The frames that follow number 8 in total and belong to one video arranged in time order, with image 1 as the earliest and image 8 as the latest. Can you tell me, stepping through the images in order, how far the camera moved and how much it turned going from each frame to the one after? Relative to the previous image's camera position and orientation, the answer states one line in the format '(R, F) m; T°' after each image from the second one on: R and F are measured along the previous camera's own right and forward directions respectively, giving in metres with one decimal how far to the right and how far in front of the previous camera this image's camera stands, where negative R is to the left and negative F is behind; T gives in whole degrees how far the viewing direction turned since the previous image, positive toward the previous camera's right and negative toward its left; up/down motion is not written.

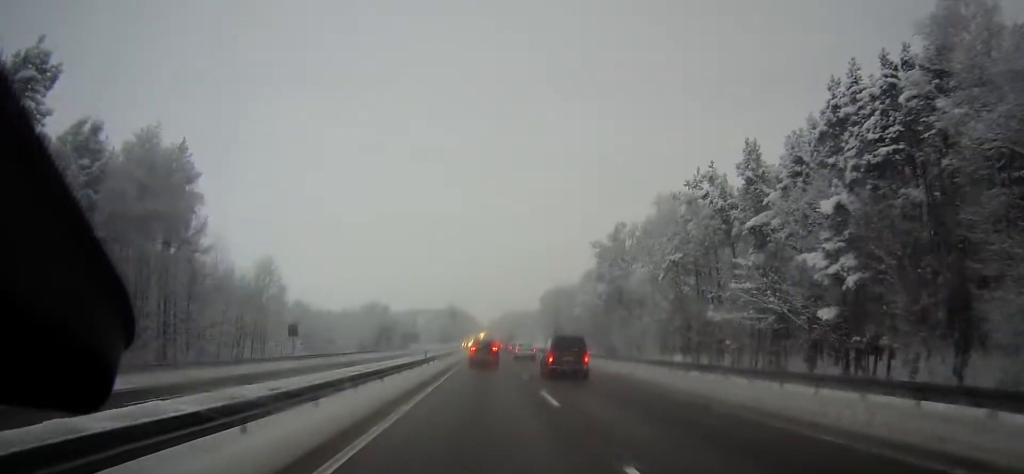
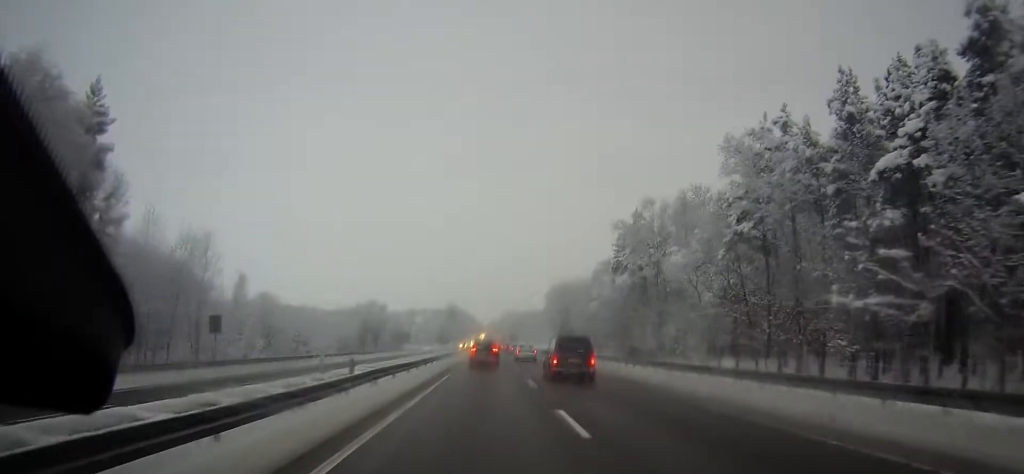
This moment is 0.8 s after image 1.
(0.0, +16.4) m; 0°
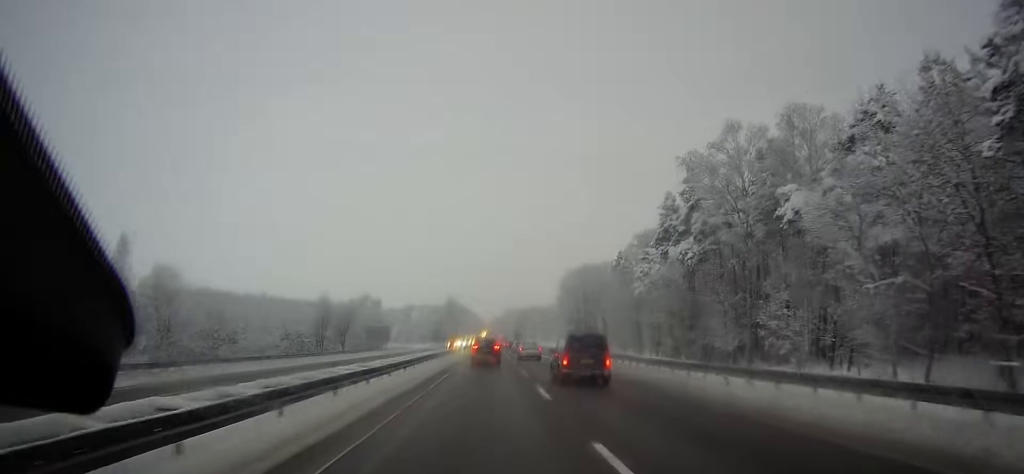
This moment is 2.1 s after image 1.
(-0.2, +28.3) m; 0°
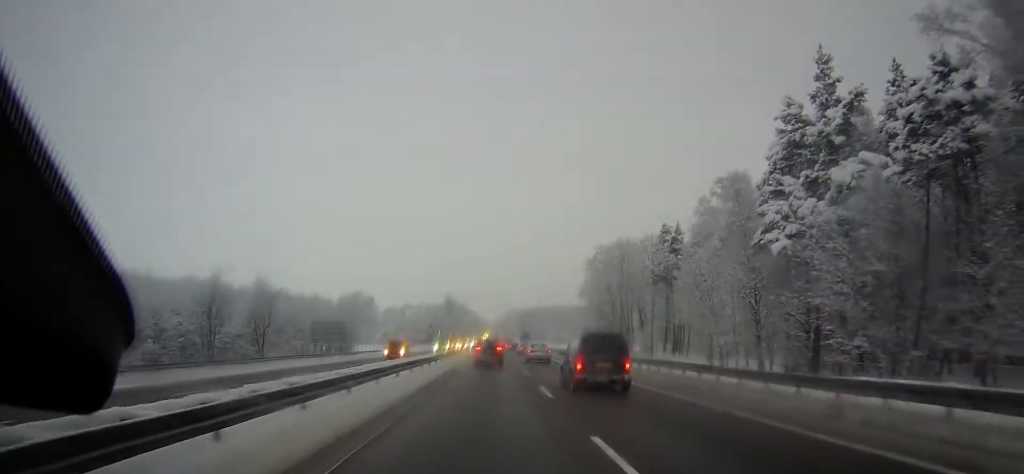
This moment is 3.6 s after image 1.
(0.0, +34.6) m; 0°
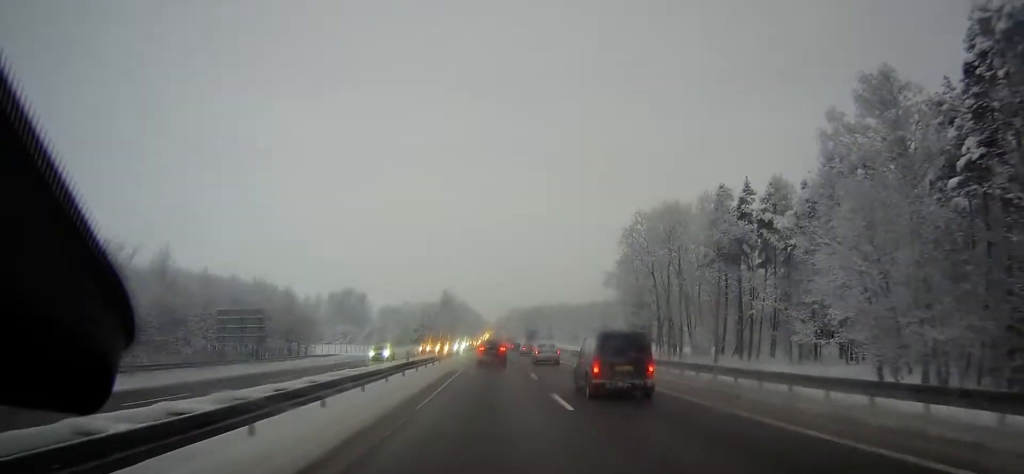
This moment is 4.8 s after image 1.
(0.0, +27.0) m; 0°
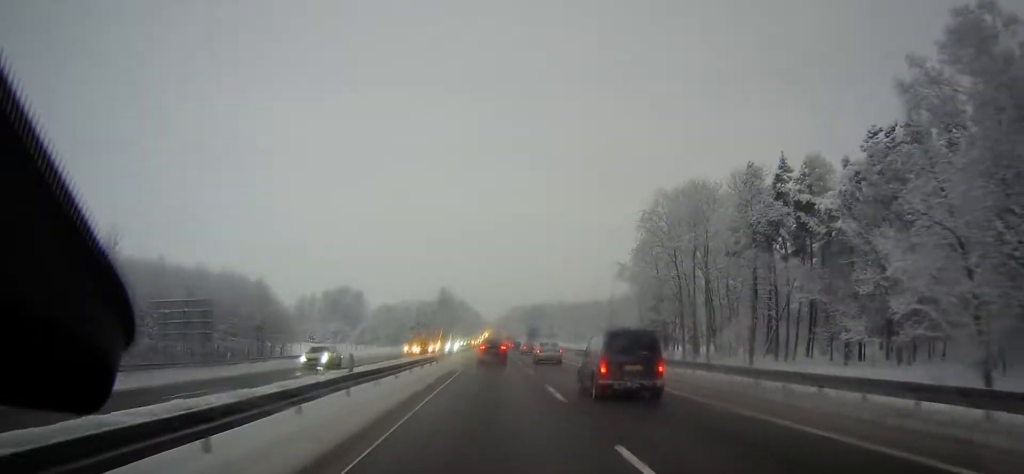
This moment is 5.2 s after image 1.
(0.0, +9.6) m; 0°
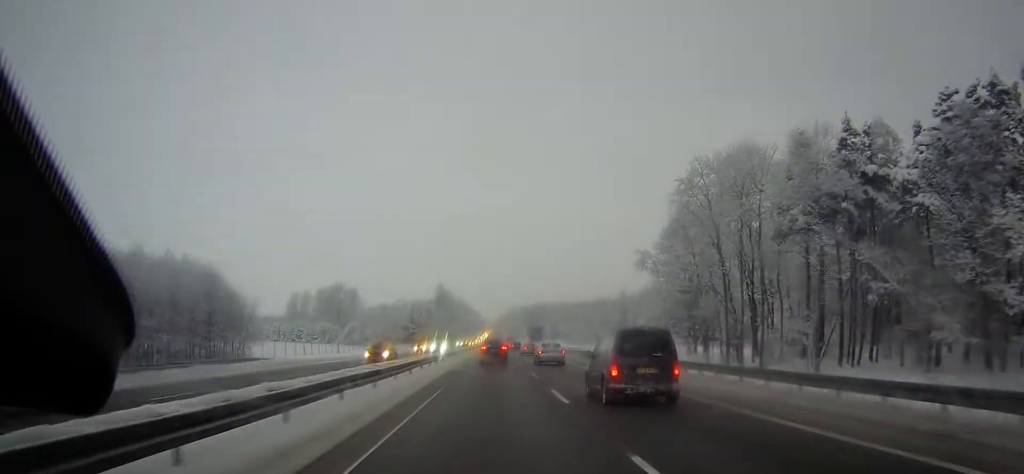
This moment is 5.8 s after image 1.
(0.0, +12.8) m; 0°
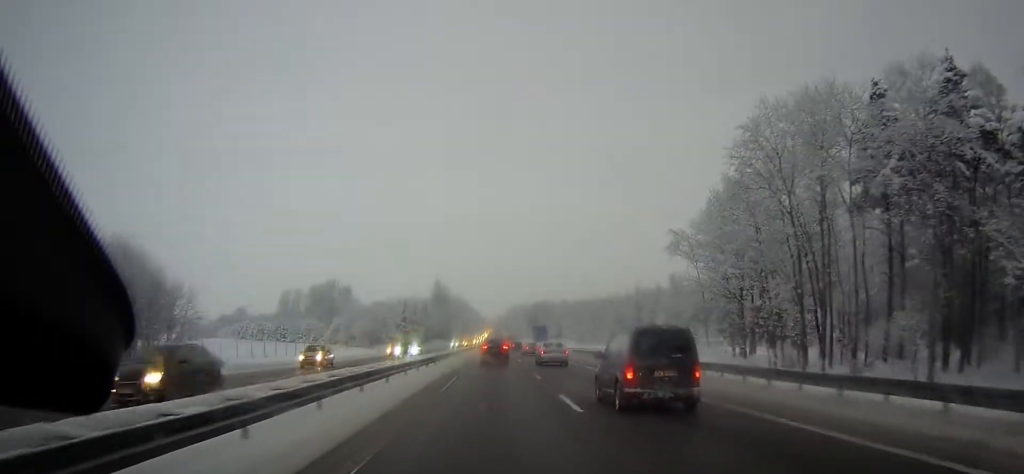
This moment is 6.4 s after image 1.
(0.0, +14.0) m; 0°
